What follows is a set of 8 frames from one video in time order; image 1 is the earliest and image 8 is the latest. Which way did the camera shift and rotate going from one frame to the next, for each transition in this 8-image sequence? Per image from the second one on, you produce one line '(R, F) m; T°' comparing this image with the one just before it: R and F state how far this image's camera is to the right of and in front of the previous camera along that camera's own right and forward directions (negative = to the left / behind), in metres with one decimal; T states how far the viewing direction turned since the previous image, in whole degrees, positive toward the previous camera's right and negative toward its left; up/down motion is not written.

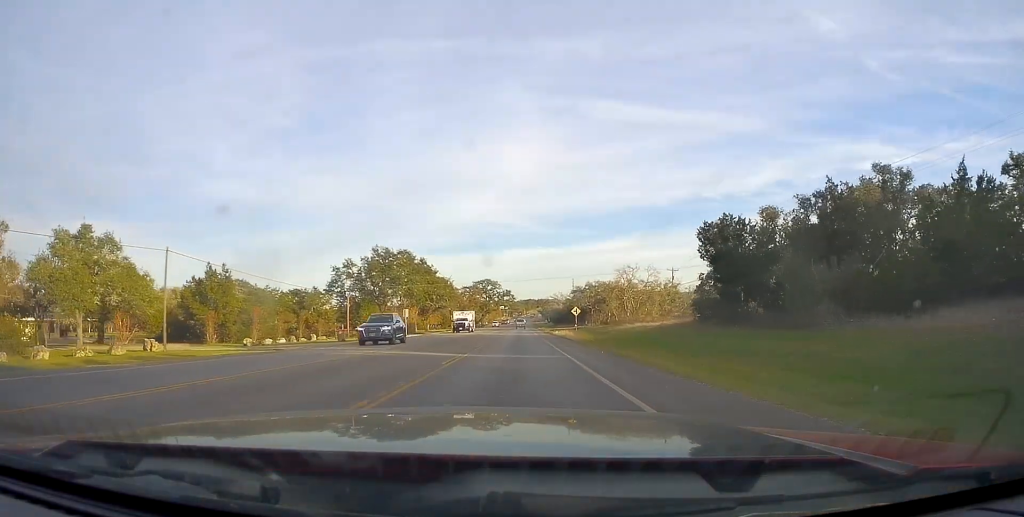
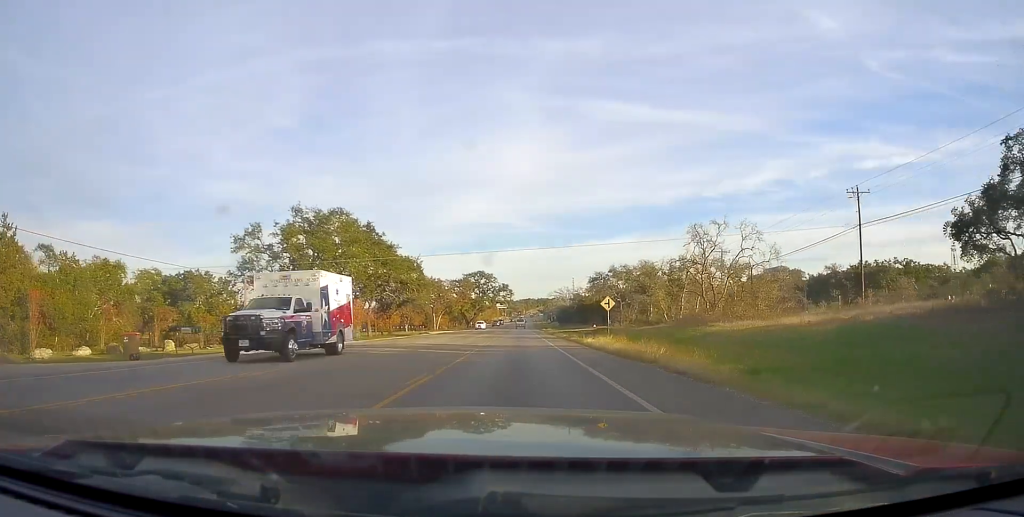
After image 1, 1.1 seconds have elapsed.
(-0.6, +29.8) m; -1°
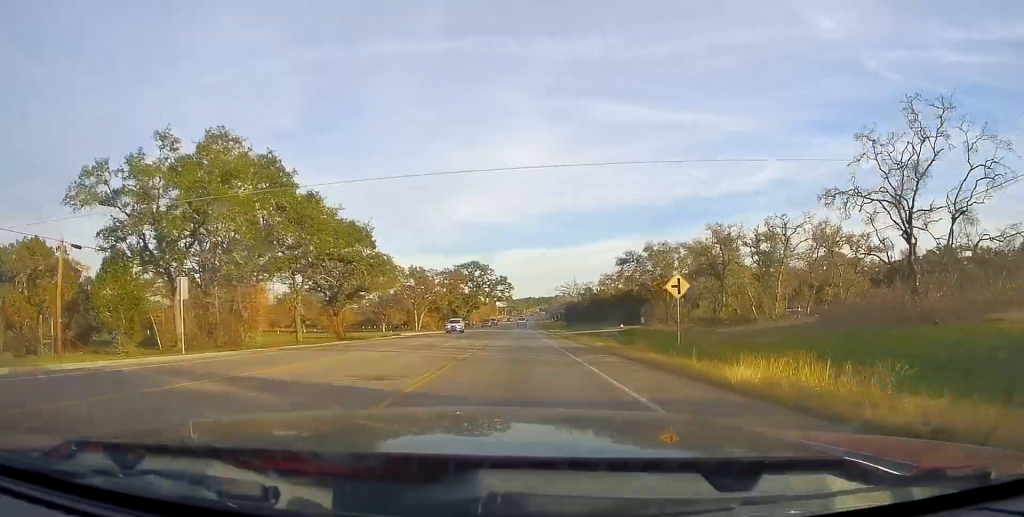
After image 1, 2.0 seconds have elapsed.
(+0.3, +22.1) m; +1°
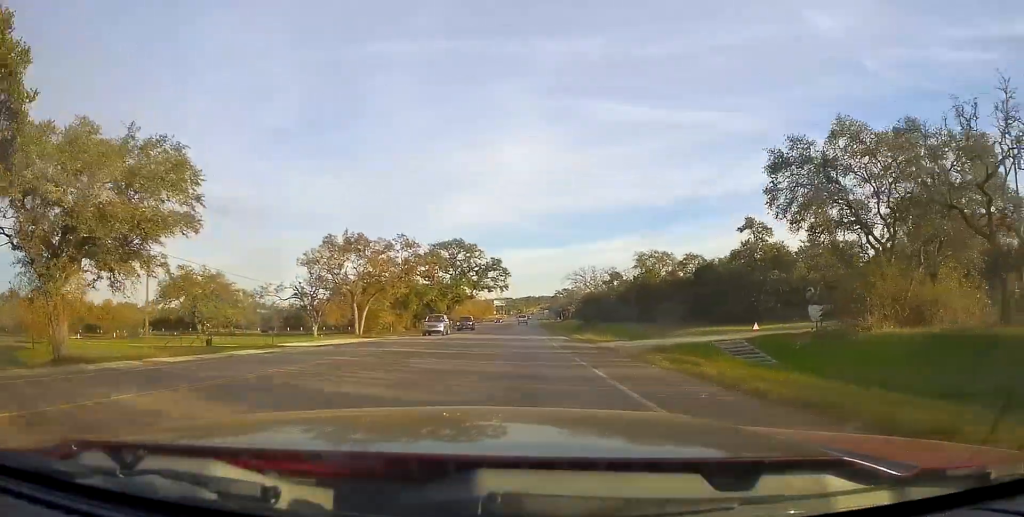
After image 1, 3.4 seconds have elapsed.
(0.0, +36.4) m; 0°
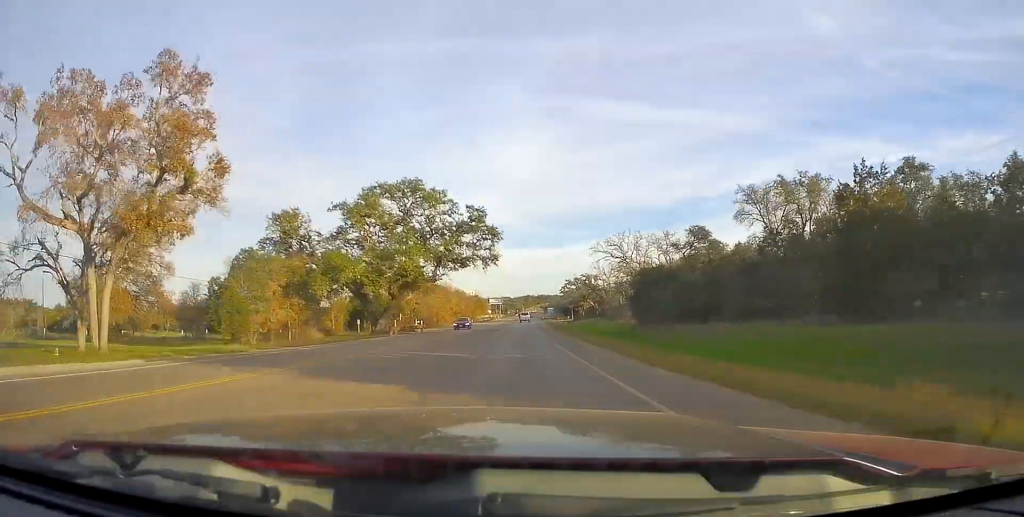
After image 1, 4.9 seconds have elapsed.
(+0.1, +42.7) m; 0°
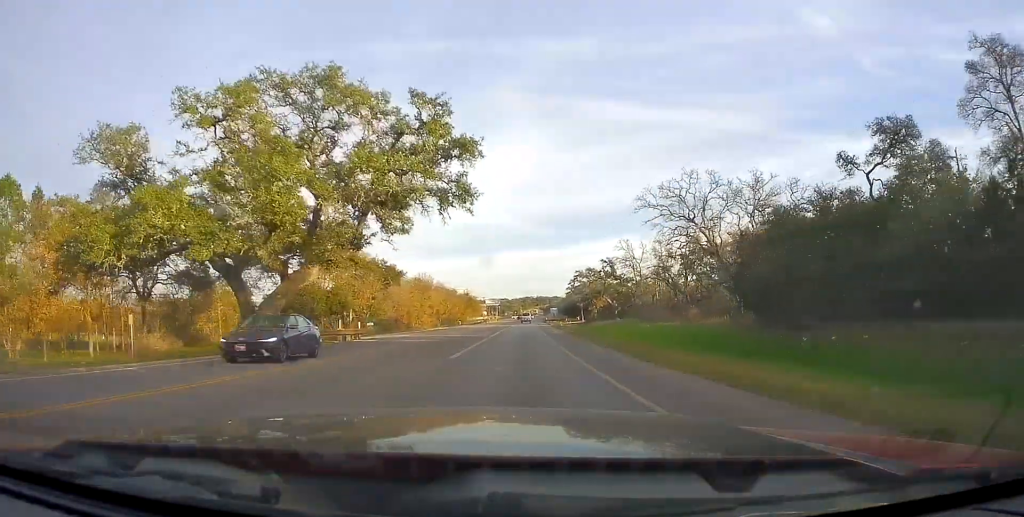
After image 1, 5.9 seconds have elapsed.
(-0.1, +27.4) m; 0°
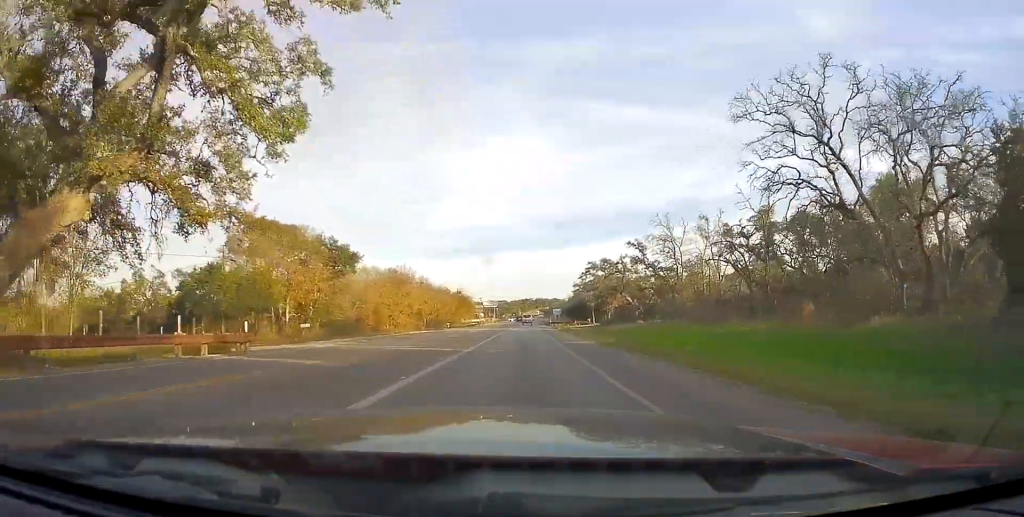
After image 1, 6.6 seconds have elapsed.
(0.0, +19.0) m; 0°
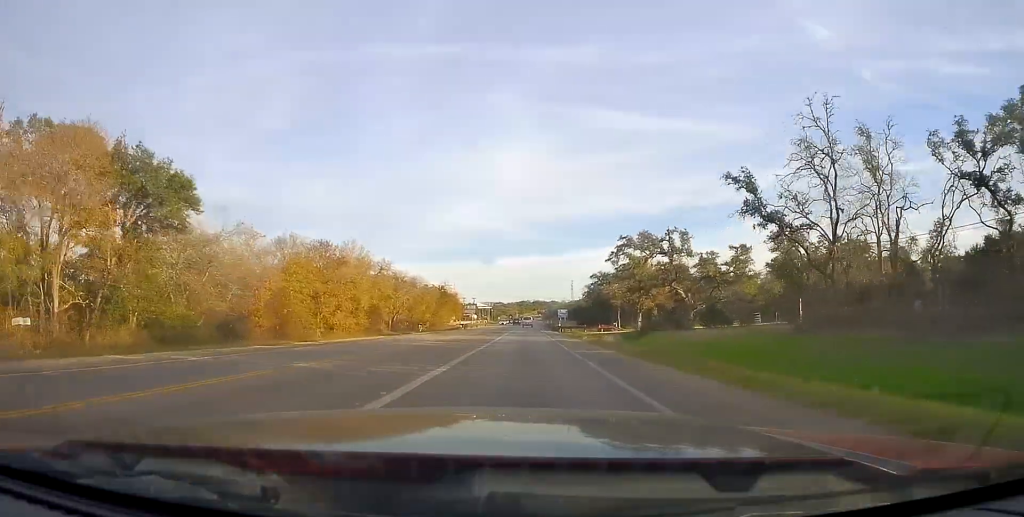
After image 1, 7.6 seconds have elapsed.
(+0.2, +27.9) m; +1°
